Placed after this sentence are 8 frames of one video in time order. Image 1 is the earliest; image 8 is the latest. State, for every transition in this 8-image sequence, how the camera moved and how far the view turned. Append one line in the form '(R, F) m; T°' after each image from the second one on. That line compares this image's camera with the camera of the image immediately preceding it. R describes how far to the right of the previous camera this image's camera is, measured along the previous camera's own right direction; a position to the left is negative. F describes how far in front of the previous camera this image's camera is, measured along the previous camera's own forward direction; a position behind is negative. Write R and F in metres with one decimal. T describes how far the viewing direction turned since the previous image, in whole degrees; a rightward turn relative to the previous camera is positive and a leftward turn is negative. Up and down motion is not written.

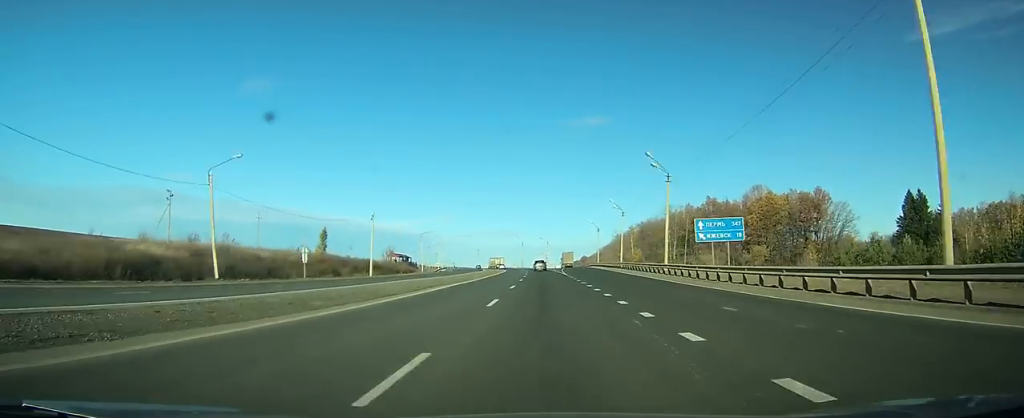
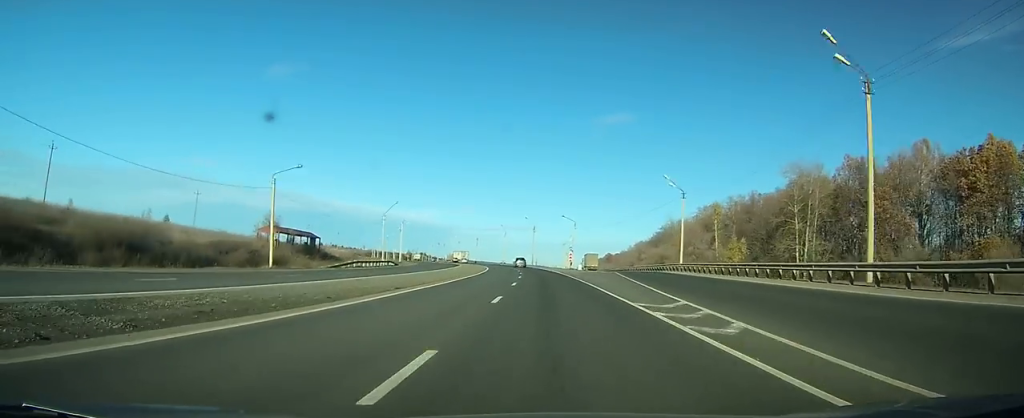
(-0.8, +71.6) m; -2°
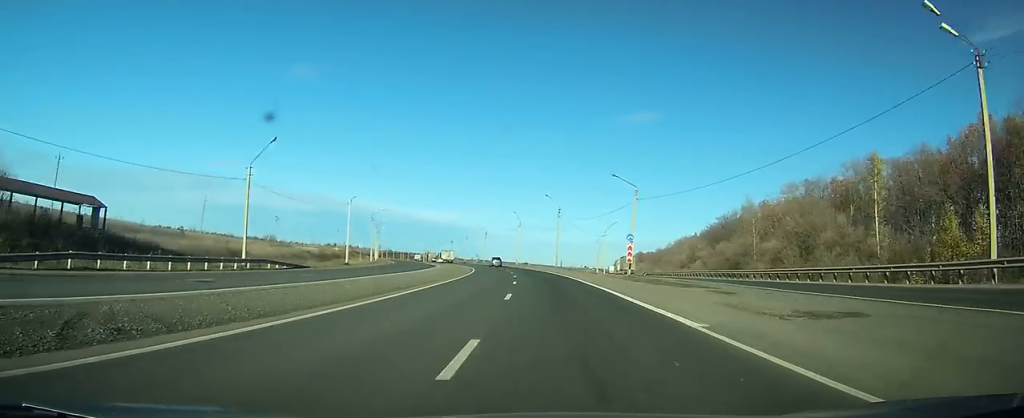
(-0.7, +47.0) m; -2°
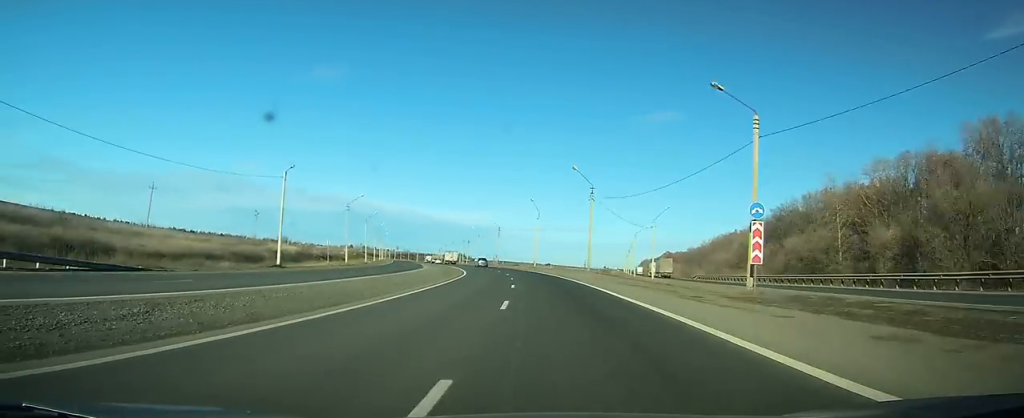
(-0.5, +27.0) m; -2°
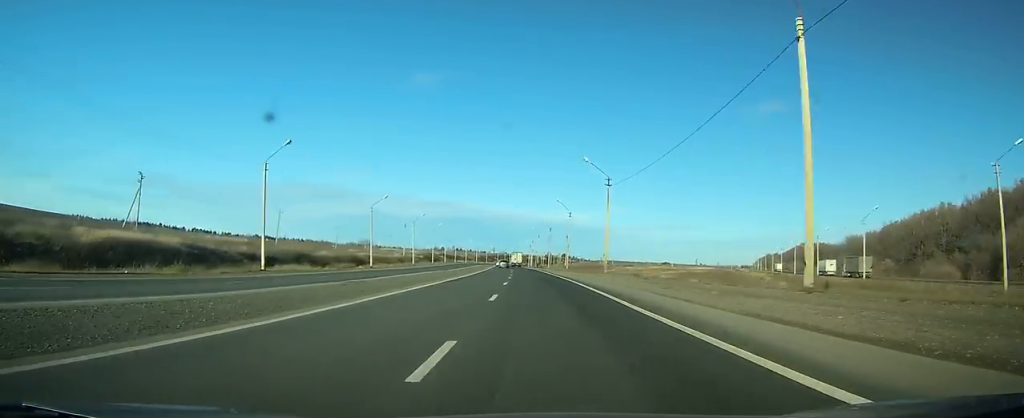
(-4.0, +81.5) m; -7°
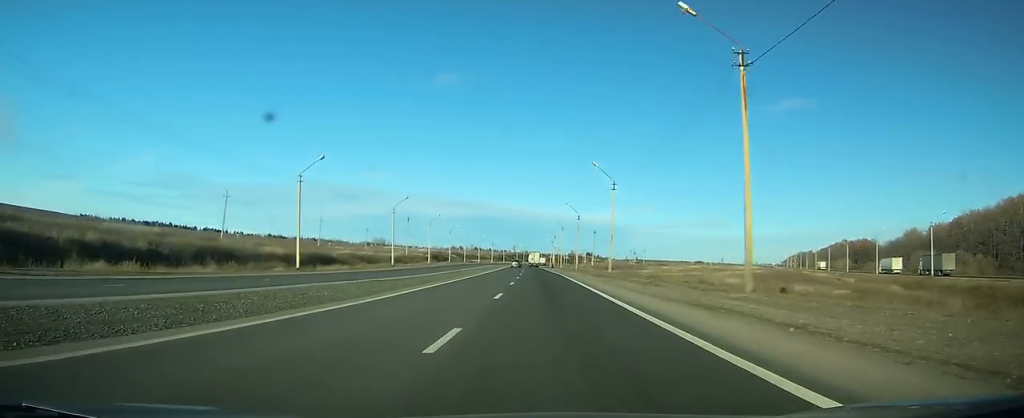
(-1.1, +34.3) m; -4°
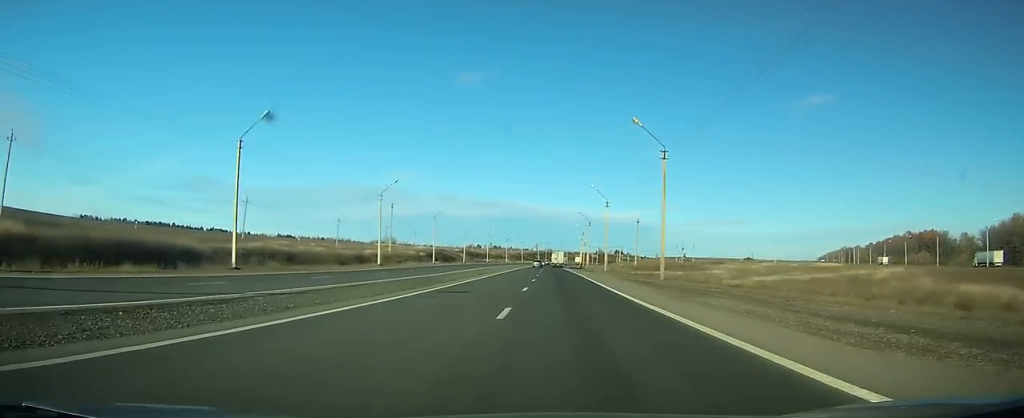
(-2.8, +54.9) m; -4°
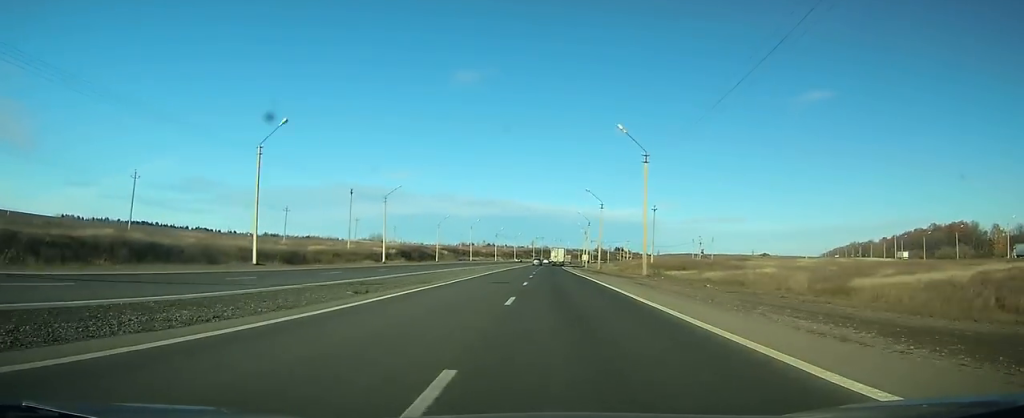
(-0.6, +32.6) m; -1°
